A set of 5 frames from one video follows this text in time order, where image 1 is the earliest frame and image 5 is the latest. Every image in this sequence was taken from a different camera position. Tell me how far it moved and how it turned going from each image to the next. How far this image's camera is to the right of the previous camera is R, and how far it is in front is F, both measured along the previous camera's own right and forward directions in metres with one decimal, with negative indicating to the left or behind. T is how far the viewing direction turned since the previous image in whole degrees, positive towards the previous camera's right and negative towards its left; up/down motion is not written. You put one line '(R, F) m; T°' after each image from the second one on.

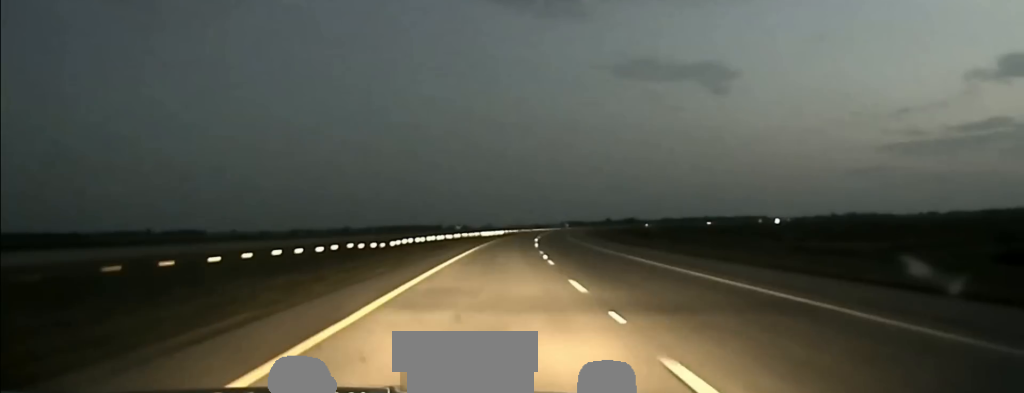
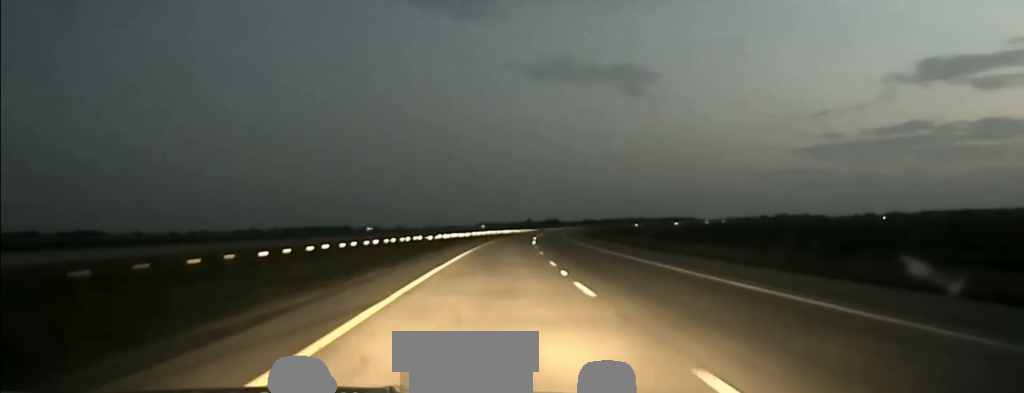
(+8.5, +169.3) m; +6°
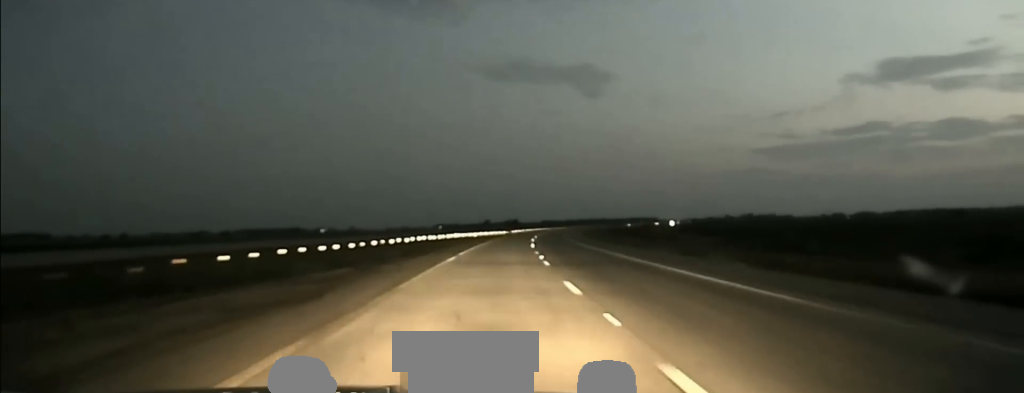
(+1.6, +86.3) m; +2°
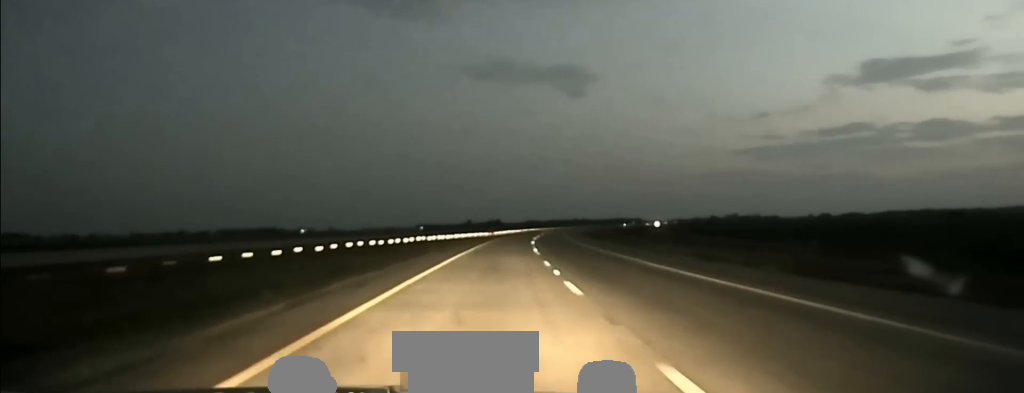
(+0.3, +33.2) m; +1°
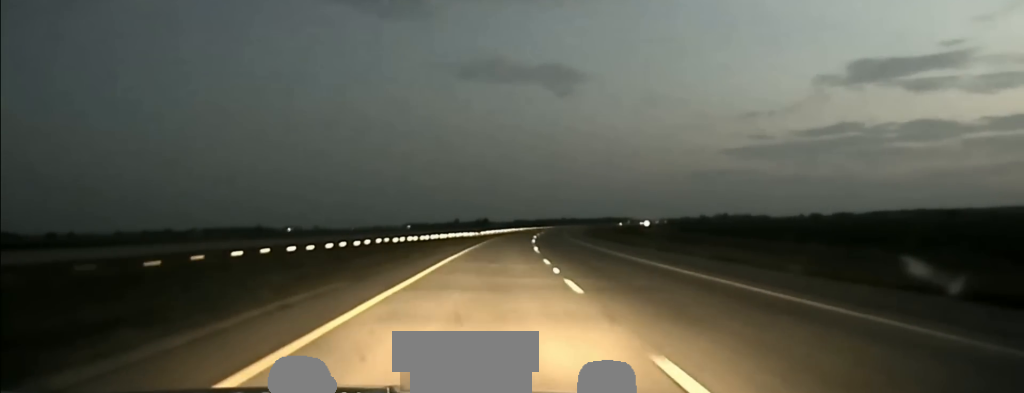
(+0.1, +23.4) m; +1°
